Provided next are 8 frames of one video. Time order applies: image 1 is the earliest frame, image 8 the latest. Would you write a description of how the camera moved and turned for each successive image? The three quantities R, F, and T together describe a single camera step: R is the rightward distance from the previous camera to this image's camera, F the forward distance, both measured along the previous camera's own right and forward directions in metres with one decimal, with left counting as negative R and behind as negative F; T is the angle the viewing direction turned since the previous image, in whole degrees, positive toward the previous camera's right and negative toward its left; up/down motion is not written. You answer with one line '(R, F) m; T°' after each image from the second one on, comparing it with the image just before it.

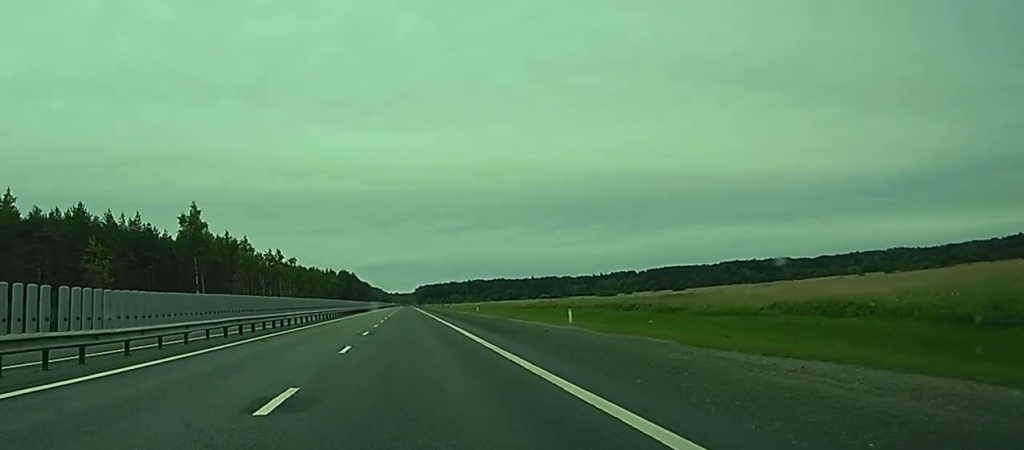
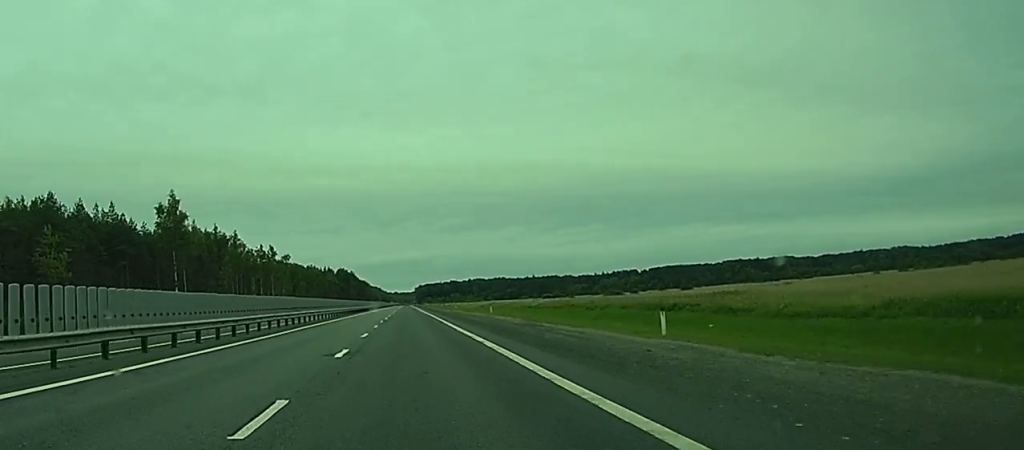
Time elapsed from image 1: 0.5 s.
(0.0, +13.5) m; 0°
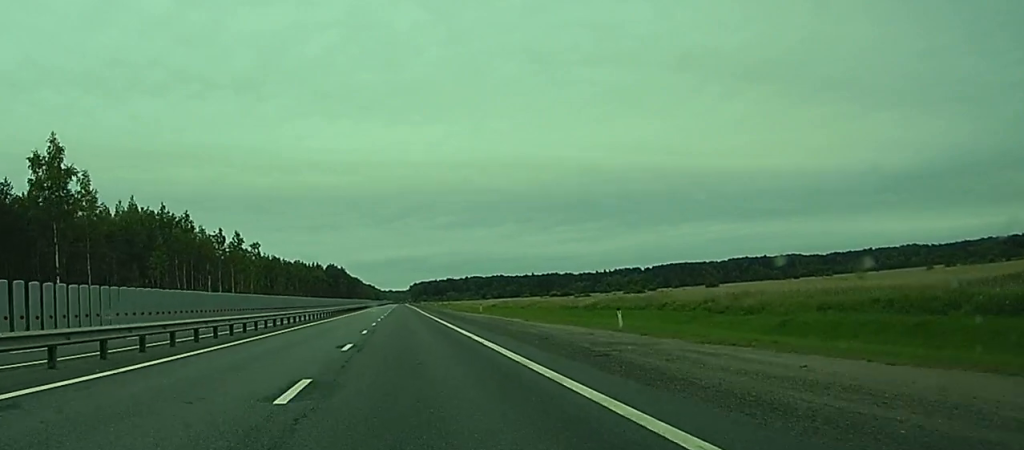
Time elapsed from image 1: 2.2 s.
(+0.3, +44.8) m; +1°
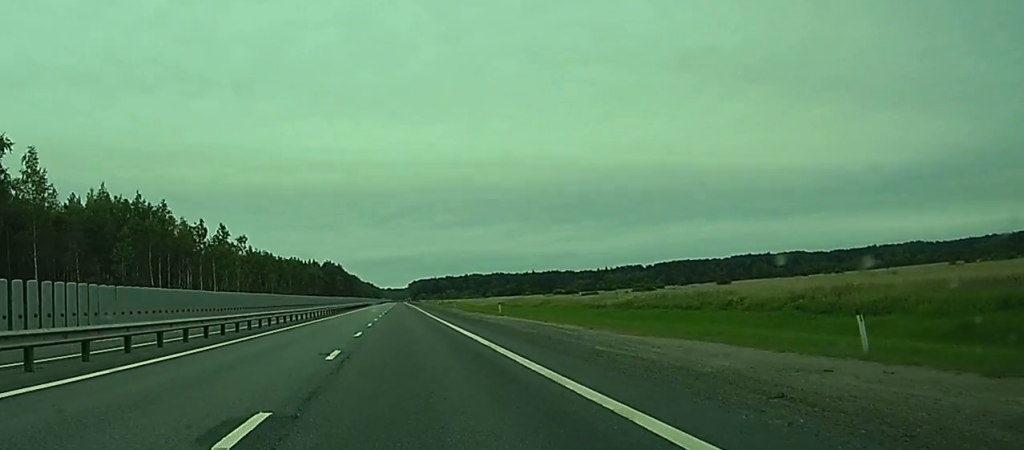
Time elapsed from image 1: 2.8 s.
(0.0, +16.0) m; 0°
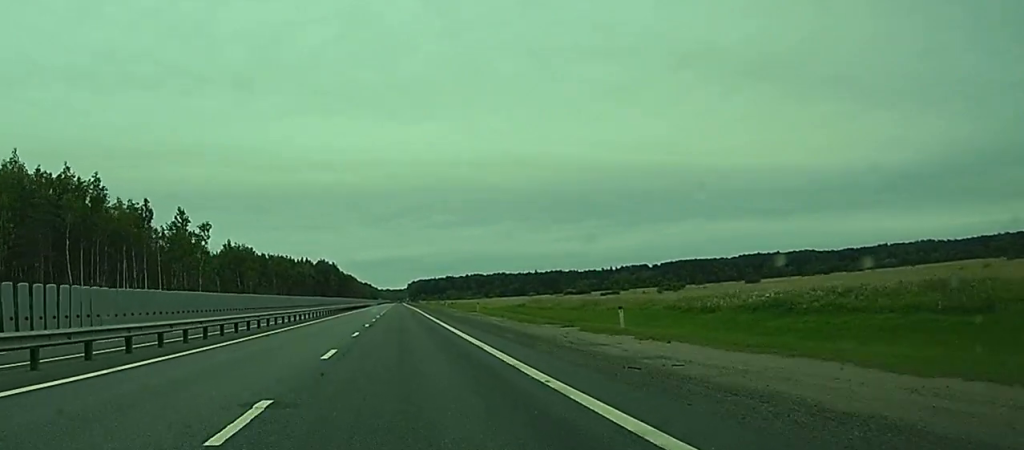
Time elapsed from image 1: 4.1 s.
(0.0, +35.2) m; +1°
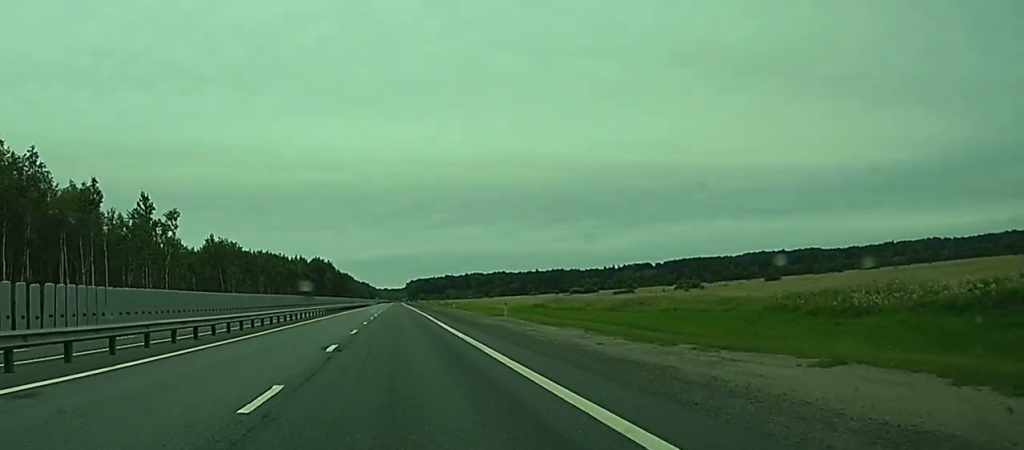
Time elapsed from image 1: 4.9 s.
(+0.1, +21.7) m; 0°
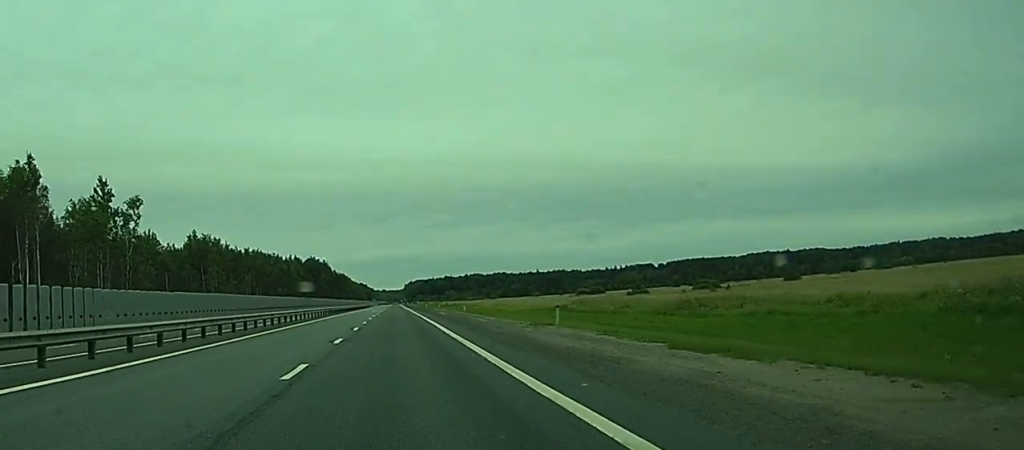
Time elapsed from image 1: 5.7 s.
(+0.1, +19.0) m; 0°
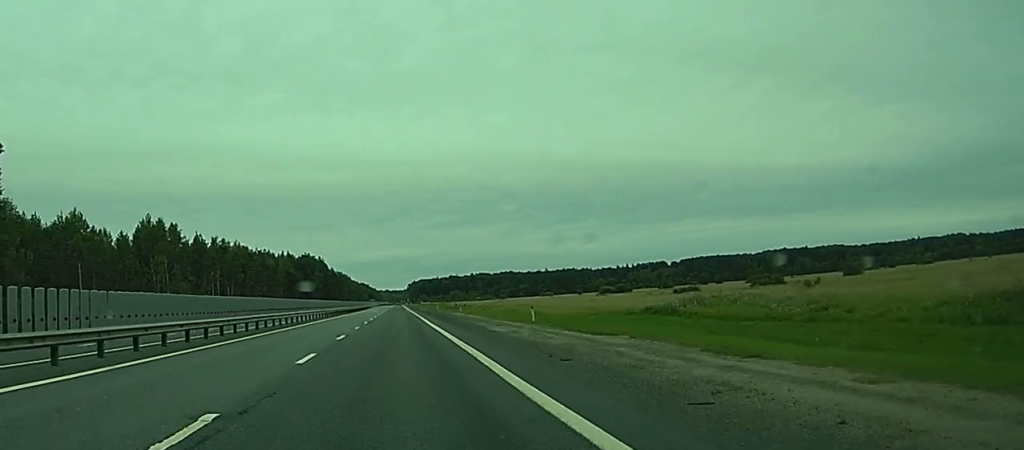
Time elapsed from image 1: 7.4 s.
(-0.4, +43.5) m; -1°
